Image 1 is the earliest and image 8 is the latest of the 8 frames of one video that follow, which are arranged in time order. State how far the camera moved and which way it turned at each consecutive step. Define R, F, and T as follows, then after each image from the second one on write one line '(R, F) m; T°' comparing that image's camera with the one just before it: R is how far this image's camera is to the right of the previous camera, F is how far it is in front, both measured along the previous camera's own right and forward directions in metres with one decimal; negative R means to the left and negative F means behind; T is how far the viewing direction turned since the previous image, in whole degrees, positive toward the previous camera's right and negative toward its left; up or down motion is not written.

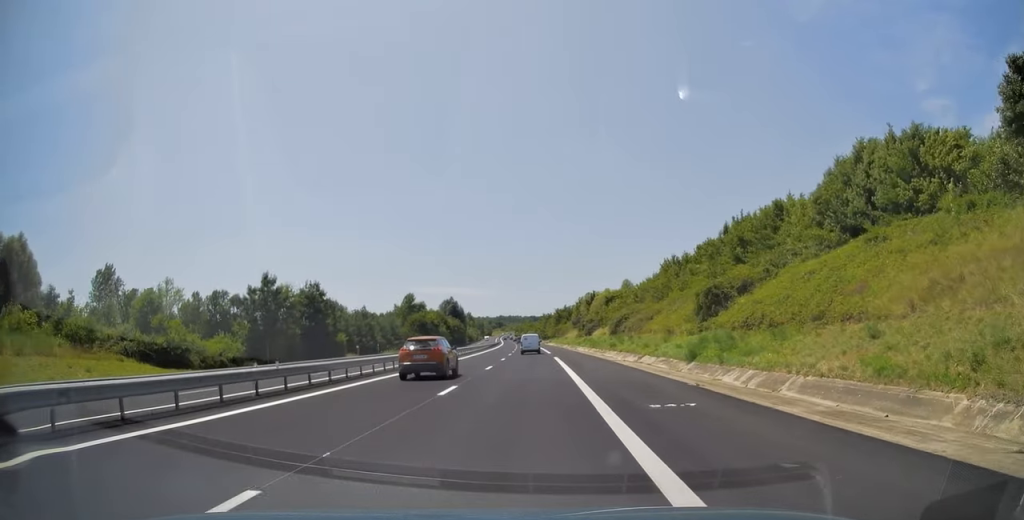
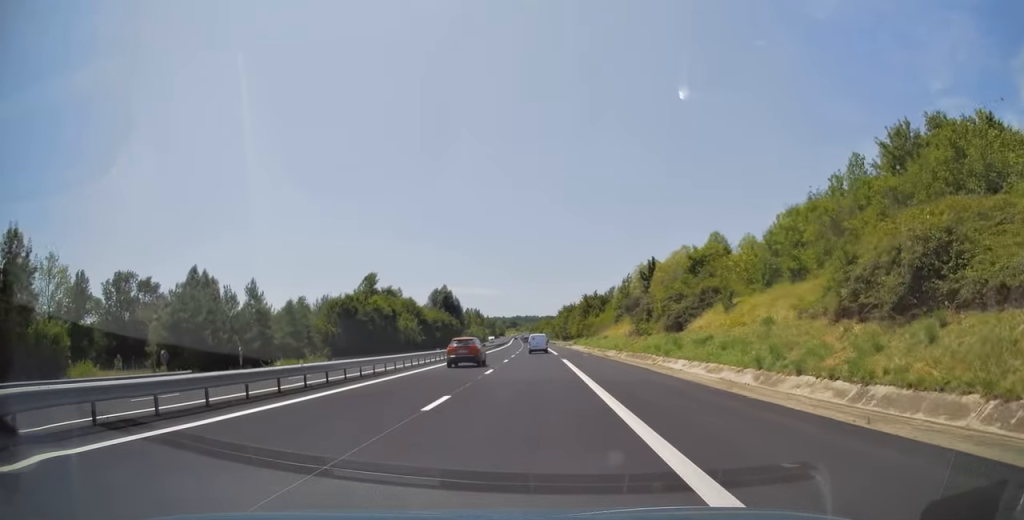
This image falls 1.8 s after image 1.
(-0.7, +55.3) m; -2°
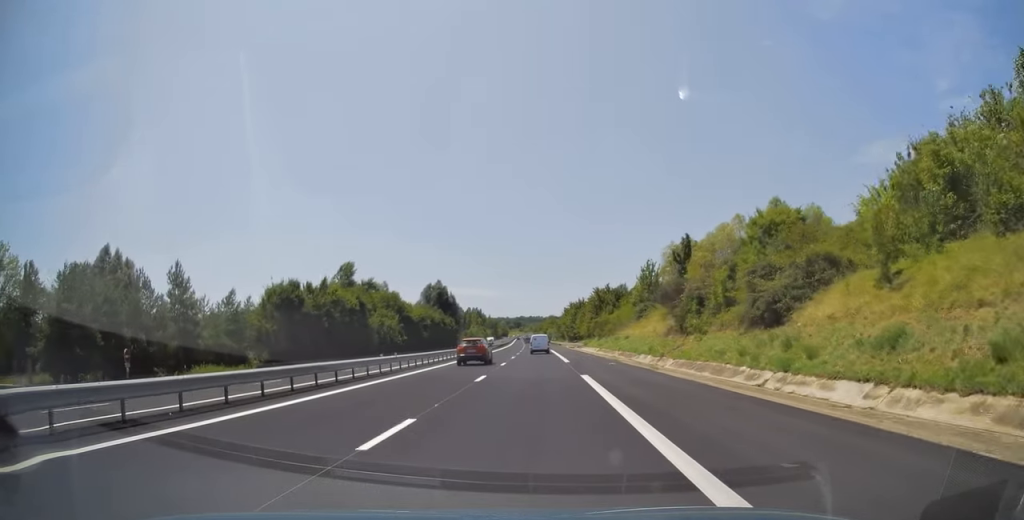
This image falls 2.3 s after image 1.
(-0.2, +17.3) m; 0°
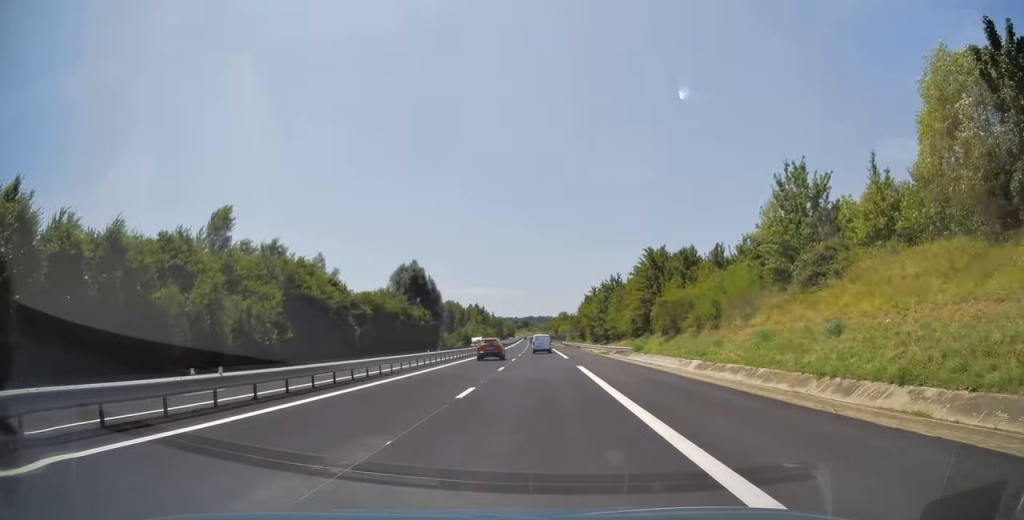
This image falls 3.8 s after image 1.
(-0.3, +45.2) m; 0°
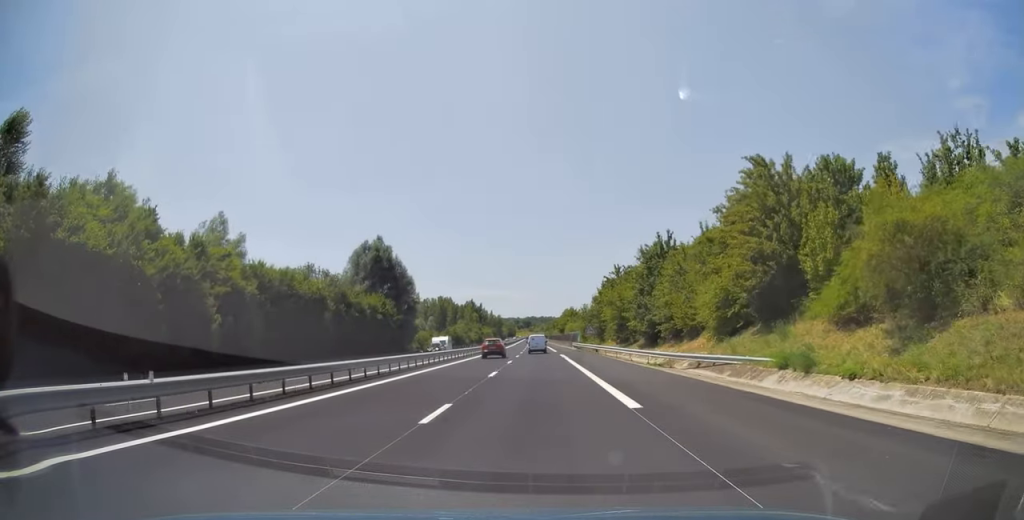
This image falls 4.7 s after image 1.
(+0.2, +30.4) m; 0°
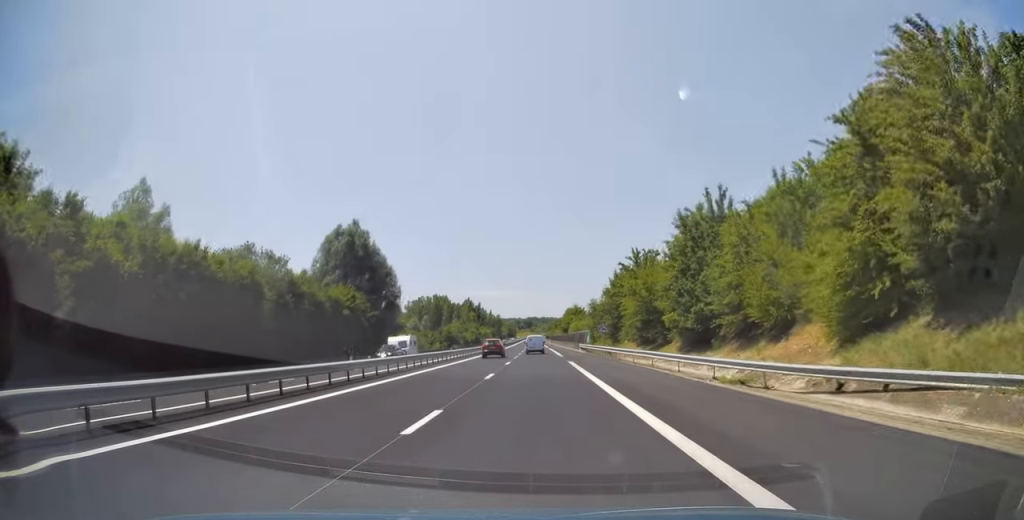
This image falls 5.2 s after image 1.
(-0.1, +14.2) m; 0°
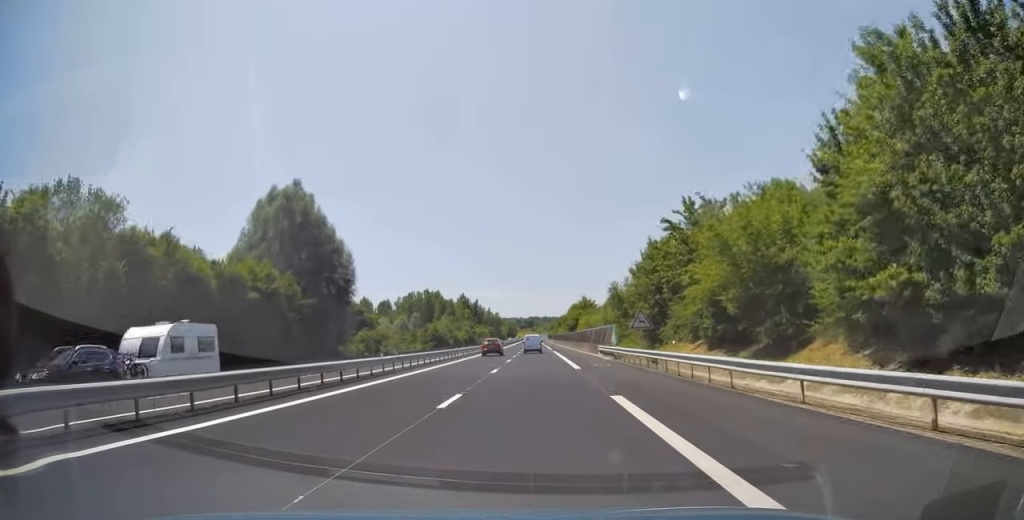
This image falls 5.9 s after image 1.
(-0.1, +22.6) m; 0°
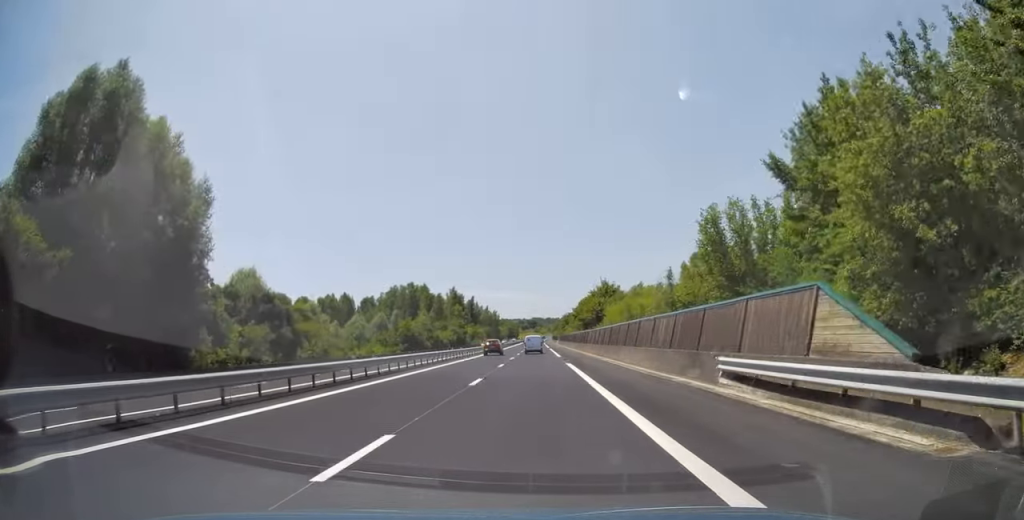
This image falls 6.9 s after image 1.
(-0.1, +32.7) m; 0°
